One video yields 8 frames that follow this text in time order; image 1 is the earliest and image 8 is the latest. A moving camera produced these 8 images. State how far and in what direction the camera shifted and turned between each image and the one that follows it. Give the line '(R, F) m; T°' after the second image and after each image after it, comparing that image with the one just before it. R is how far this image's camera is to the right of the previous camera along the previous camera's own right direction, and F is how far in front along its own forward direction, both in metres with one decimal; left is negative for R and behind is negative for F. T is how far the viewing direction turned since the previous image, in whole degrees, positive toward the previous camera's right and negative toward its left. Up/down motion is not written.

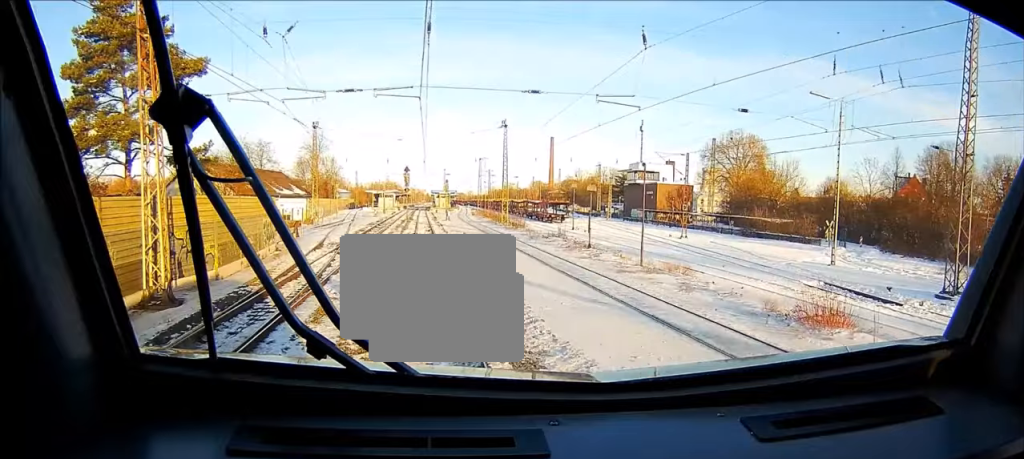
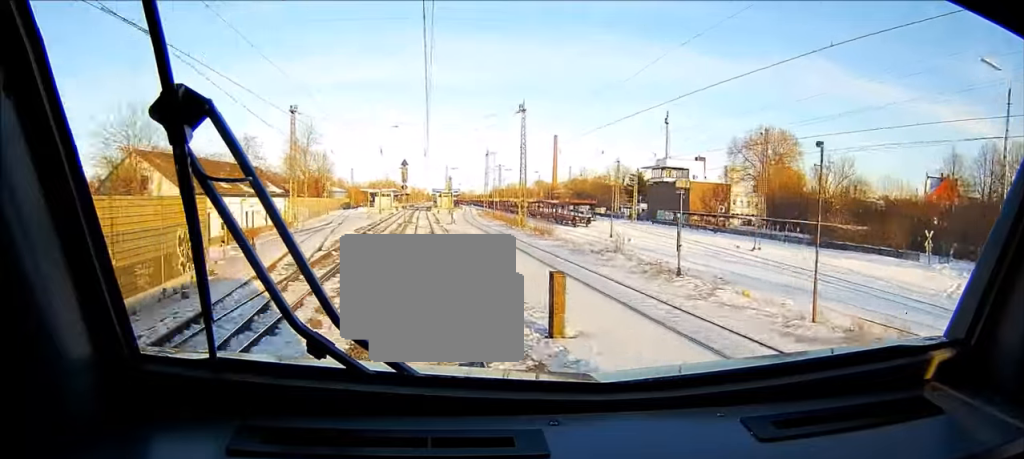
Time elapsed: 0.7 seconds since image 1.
(0.0, +14.5) m; 0°
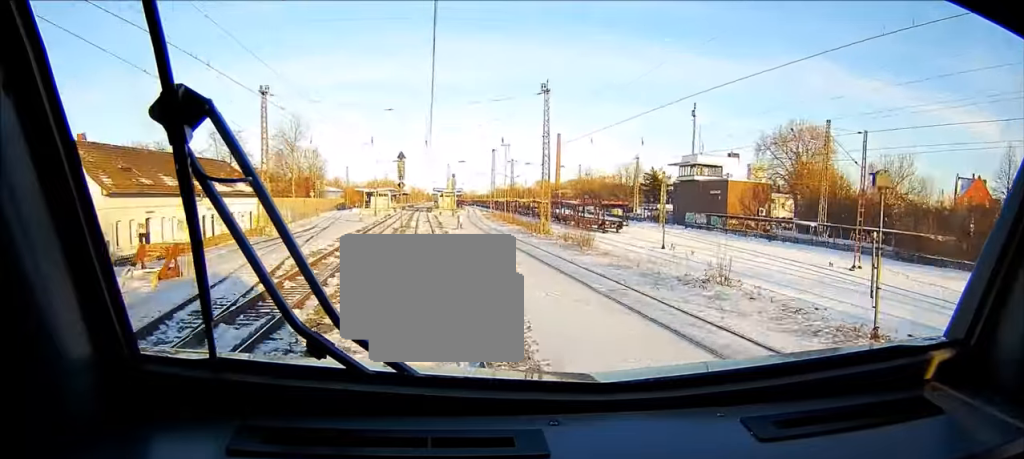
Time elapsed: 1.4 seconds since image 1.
(0.0, +13.7) m; 0°
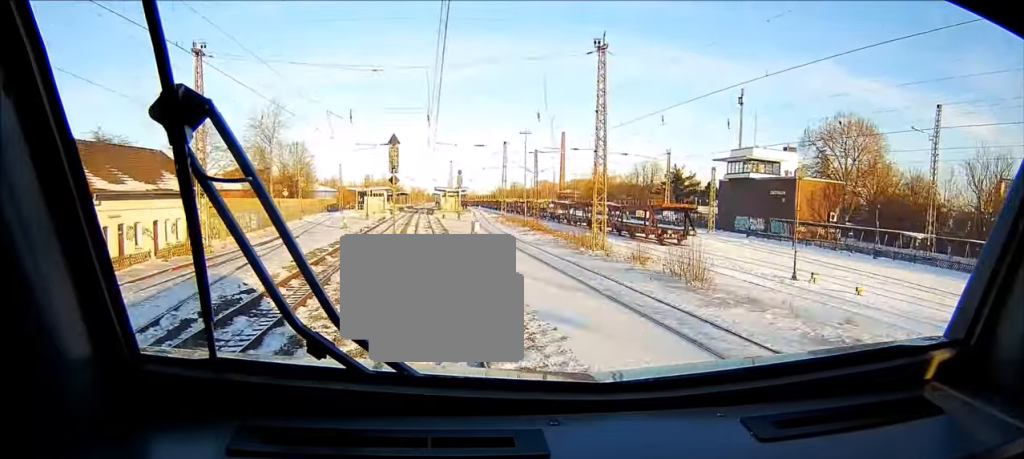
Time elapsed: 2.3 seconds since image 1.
(0.0, +17.4) m; 0°
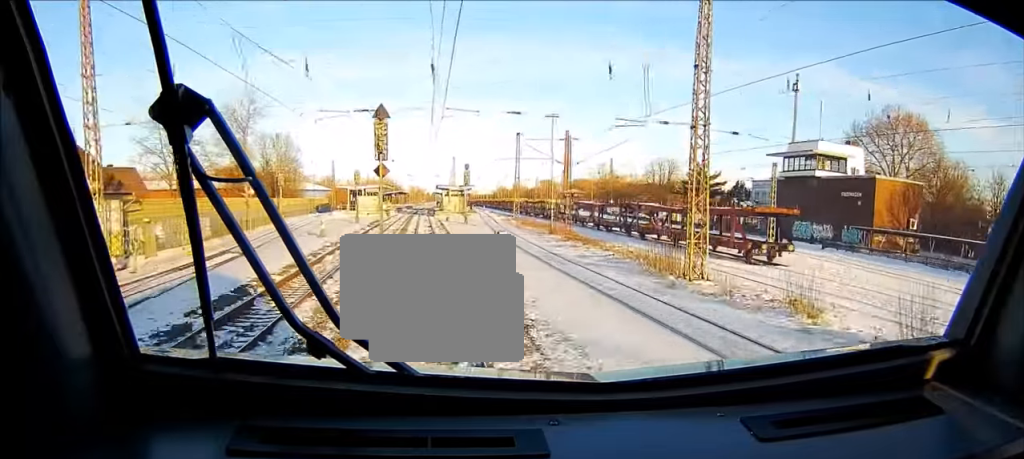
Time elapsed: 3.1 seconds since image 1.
(0.0, +15.3) m; 0°
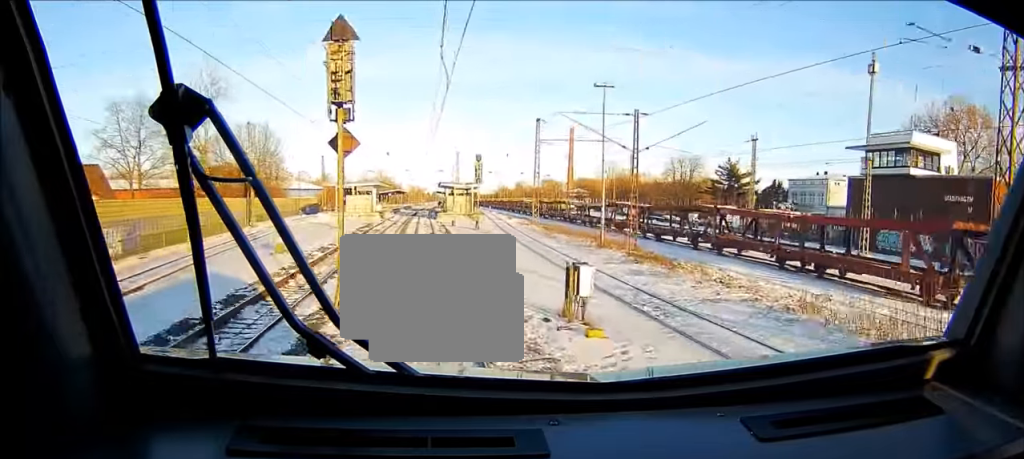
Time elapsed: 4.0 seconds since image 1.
(0.0, +17.0) m; 0°
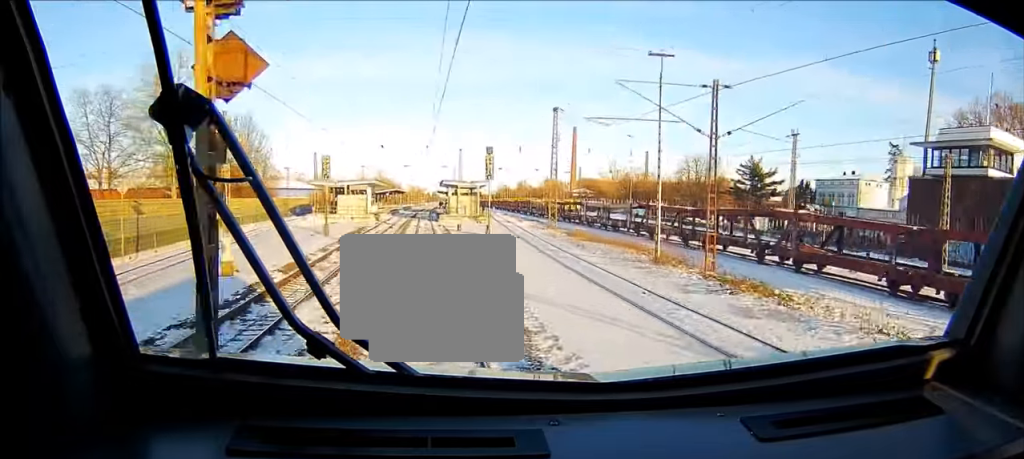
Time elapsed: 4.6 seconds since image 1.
(0.0, +10.5) m; 0°
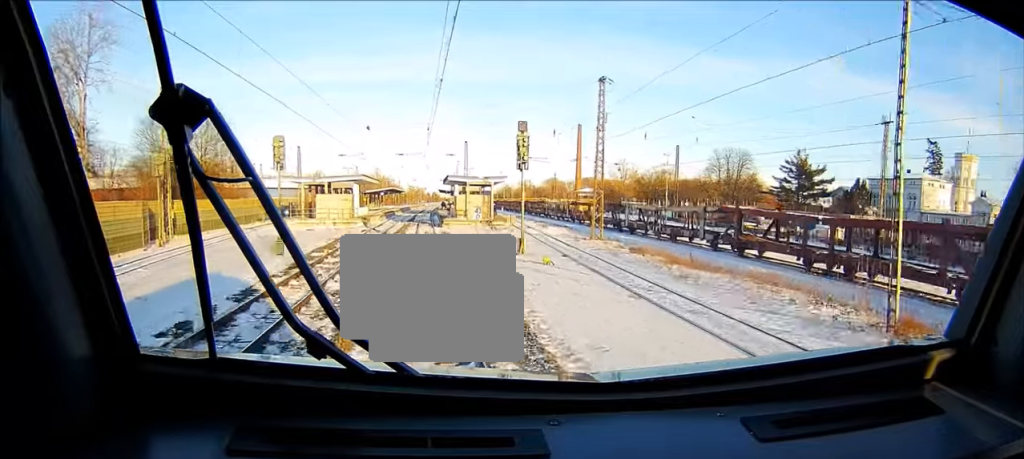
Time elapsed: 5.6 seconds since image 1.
(+0.1, +18.2) m; 0°
